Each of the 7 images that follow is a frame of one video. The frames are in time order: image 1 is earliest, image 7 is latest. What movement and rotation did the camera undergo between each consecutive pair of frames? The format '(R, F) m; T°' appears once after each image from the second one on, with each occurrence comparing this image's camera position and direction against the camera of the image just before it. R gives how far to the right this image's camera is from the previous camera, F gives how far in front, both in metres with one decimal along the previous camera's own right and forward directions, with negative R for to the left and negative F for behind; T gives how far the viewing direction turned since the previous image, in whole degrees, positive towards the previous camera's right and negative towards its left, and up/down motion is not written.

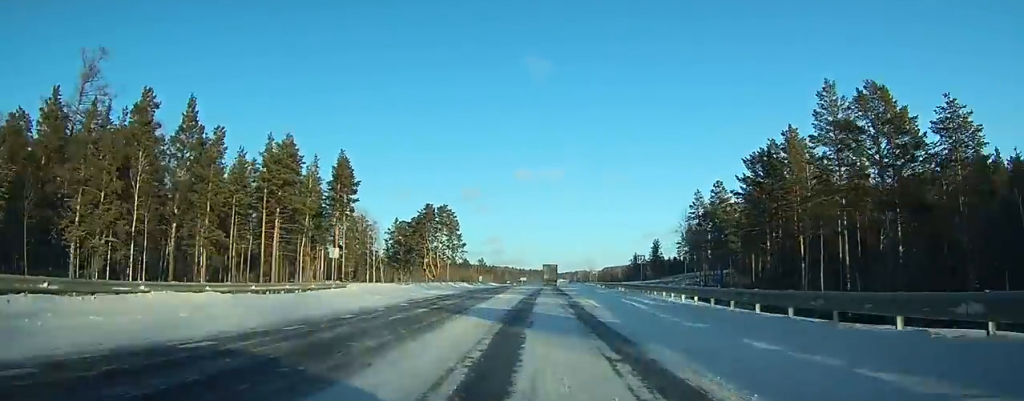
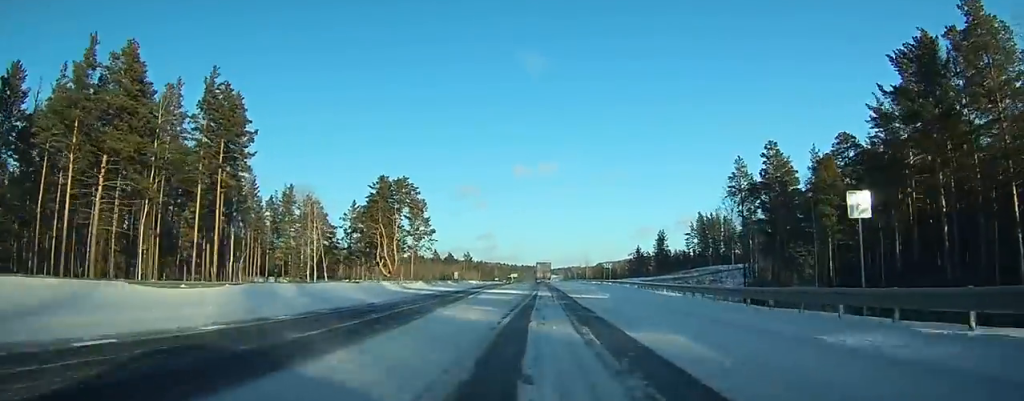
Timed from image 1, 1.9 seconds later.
(+0.2, +36.7) m; +1°
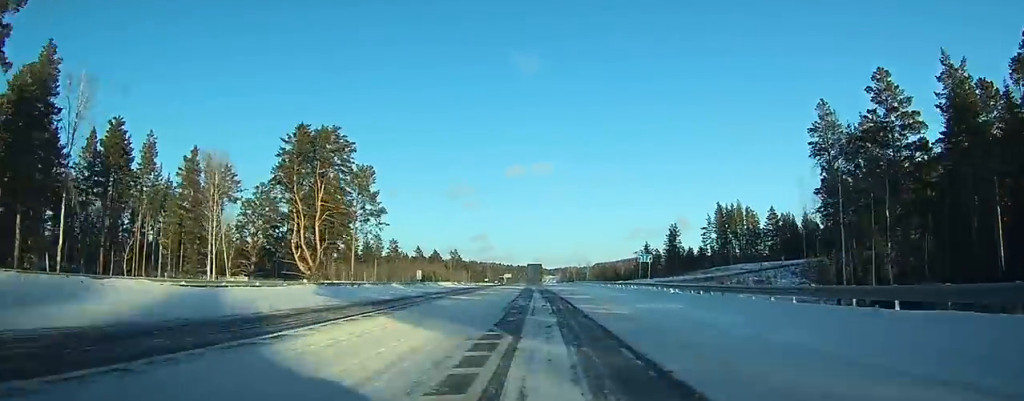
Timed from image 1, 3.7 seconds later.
(+0.3, +36.7) m; 0°
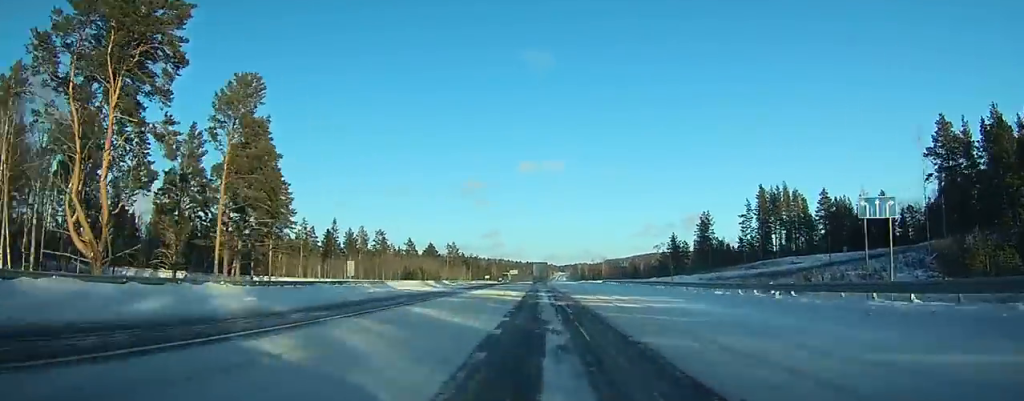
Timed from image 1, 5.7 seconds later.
(0.0, +39.6) m; -1°
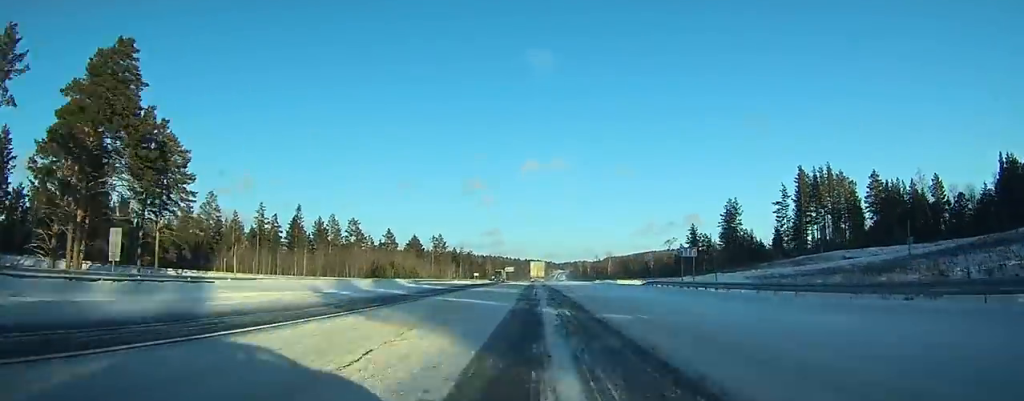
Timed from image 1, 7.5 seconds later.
(-0.2, +34.4) m; 0°
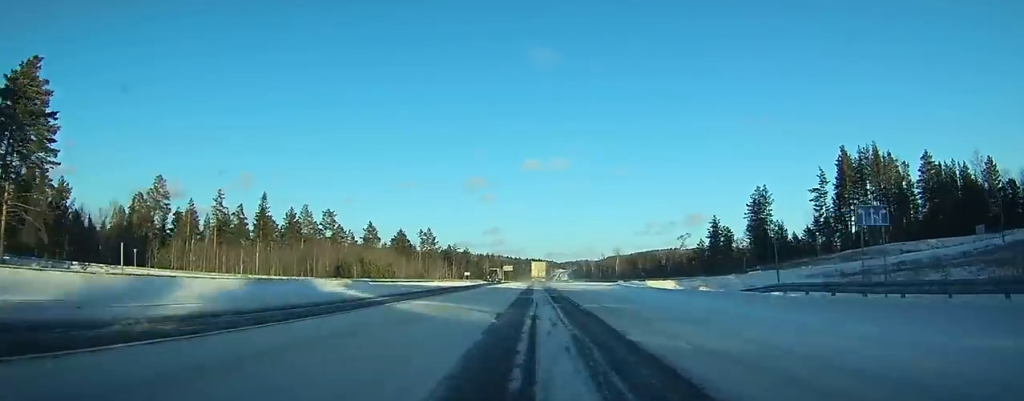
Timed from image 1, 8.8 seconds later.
(-0.1, +26.4) m; 0°
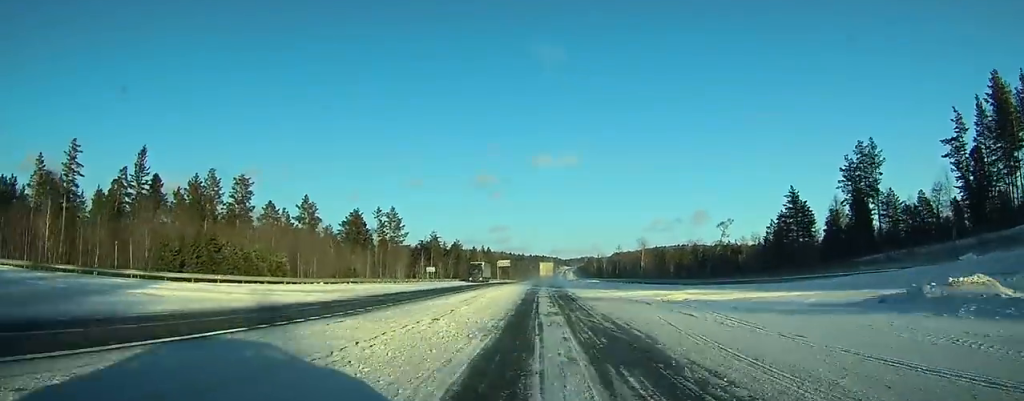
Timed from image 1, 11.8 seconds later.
(-0.5, +59.4) m; -1°
